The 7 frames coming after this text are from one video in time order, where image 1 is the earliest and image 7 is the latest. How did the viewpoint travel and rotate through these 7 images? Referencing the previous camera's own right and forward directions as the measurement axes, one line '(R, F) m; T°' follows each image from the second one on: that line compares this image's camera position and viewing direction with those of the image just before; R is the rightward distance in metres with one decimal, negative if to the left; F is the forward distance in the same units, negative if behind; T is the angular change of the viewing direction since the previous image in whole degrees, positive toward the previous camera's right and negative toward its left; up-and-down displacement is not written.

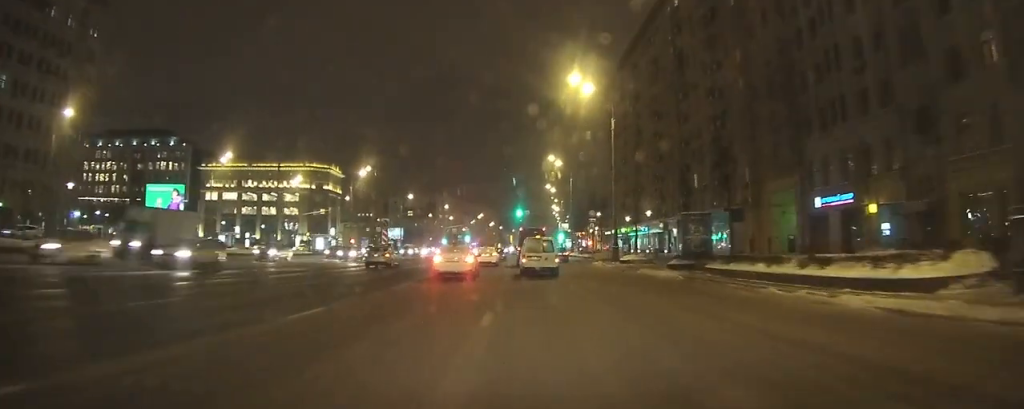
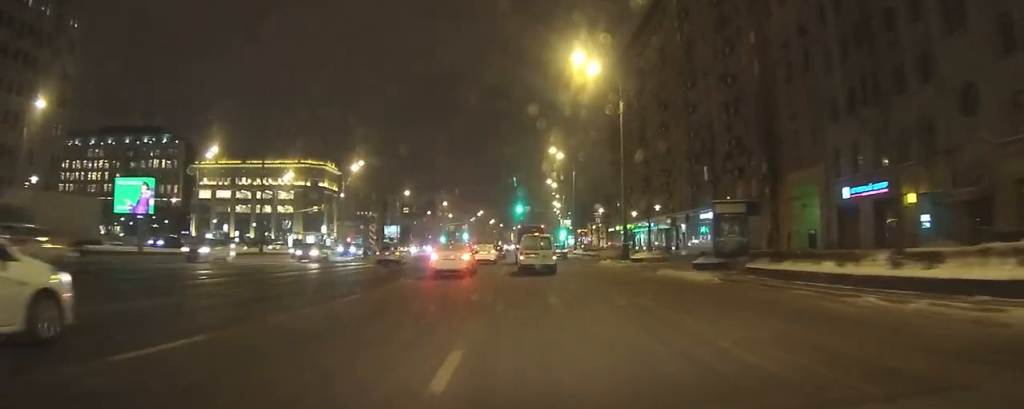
(0.0, +4.7) m; 0°
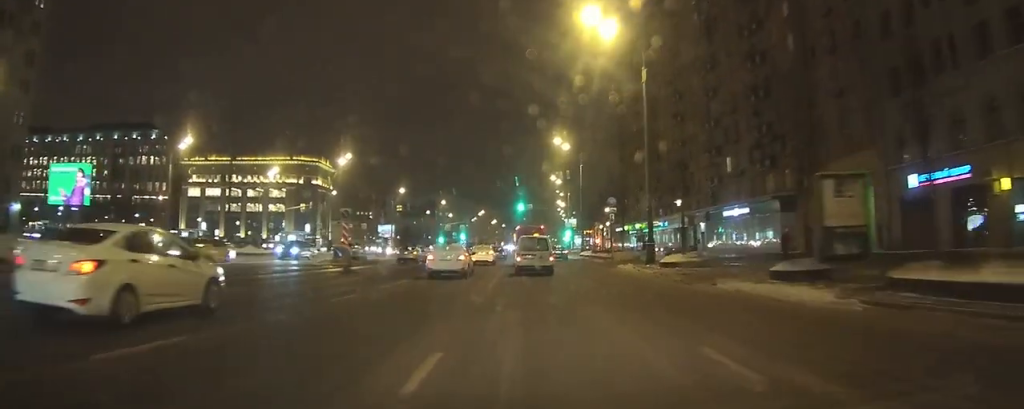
(0.0, +8.4) m; 0°
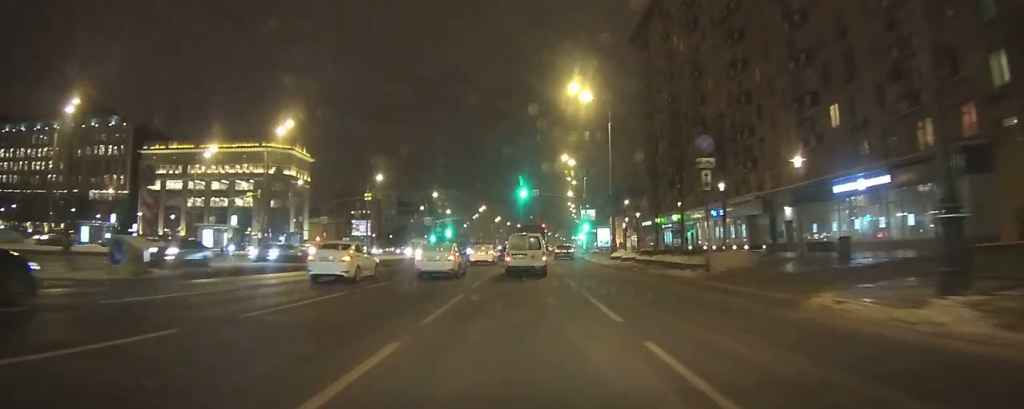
(-0.2, +24.4) m; -1°
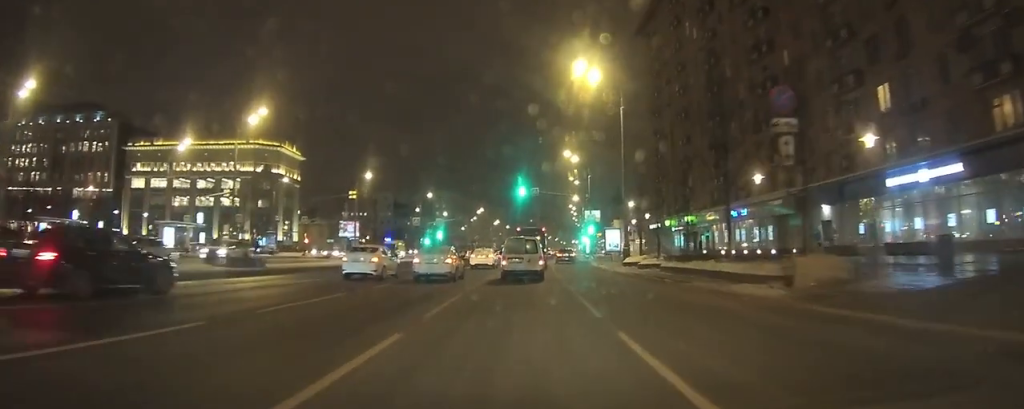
(0.0, +7.2) m; -1°
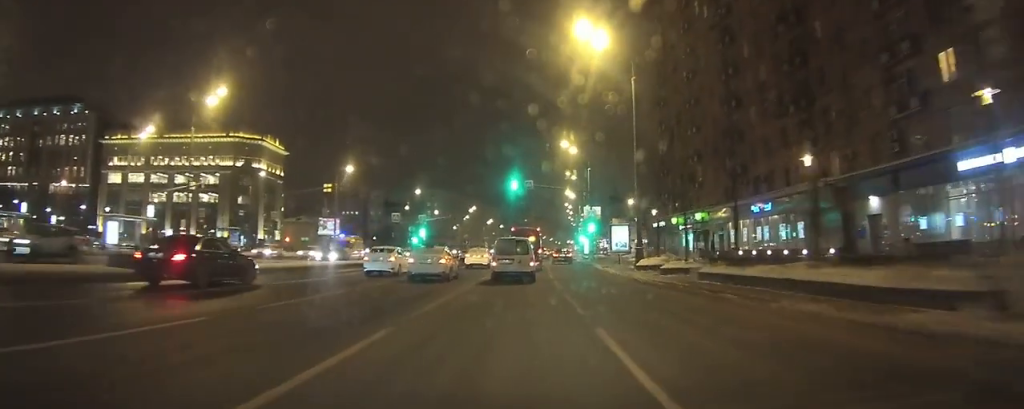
(0.0, +7.5) m; -1°
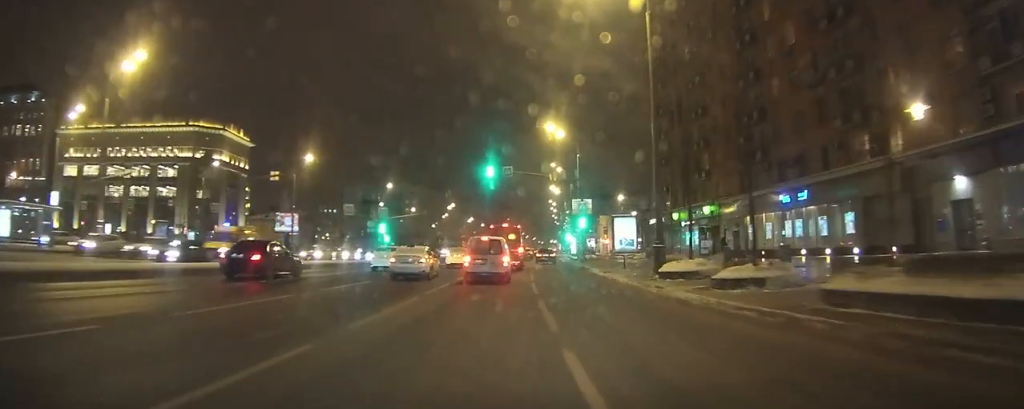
(-0.1, +9.9) m; 0°
